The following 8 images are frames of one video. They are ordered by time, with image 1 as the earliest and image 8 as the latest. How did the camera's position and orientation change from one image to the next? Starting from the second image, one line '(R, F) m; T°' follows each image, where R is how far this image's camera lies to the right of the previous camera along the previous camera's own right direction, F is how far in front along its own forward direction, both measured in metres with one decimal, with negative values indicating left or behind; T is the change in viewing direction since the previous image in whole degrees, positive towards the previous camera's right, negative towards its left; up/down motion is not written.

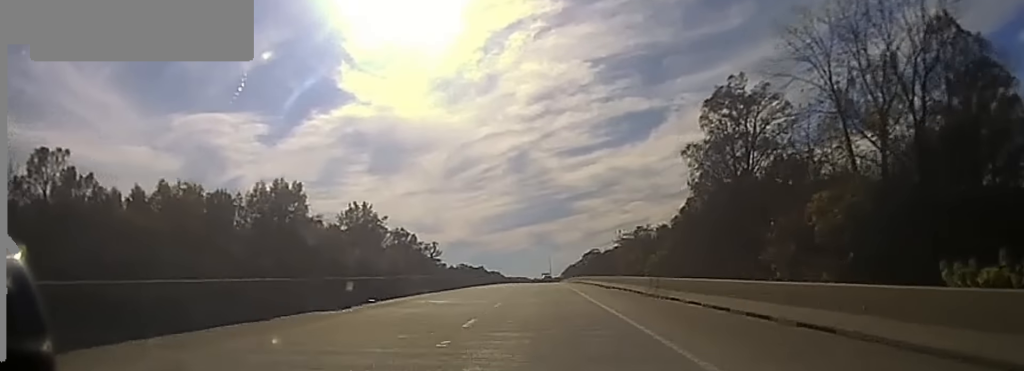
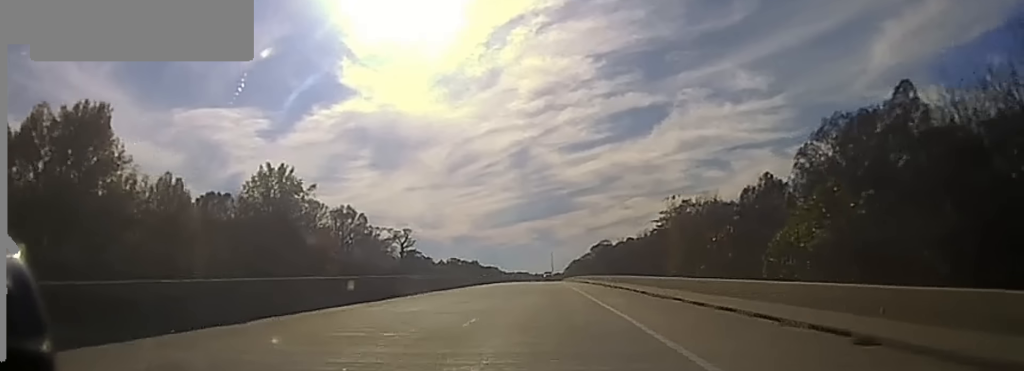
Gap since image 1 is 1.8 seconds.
(-0.3, +69.2) m; 0°
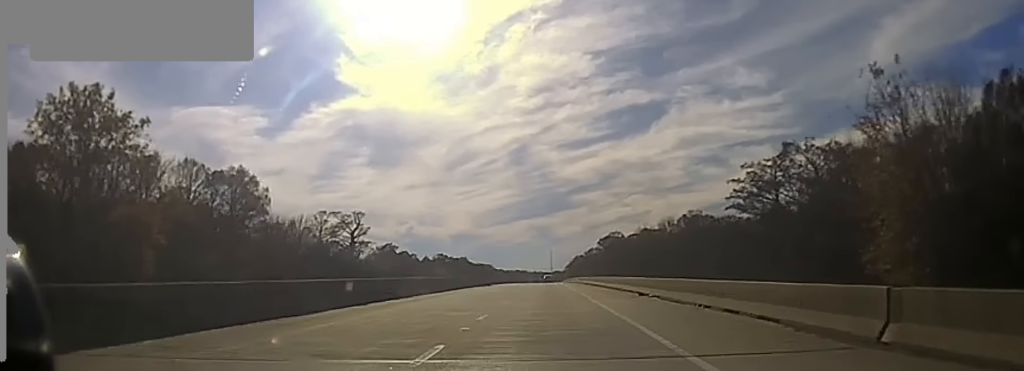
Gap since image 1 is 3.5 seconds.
(+0.3, +56.8) m; 0°
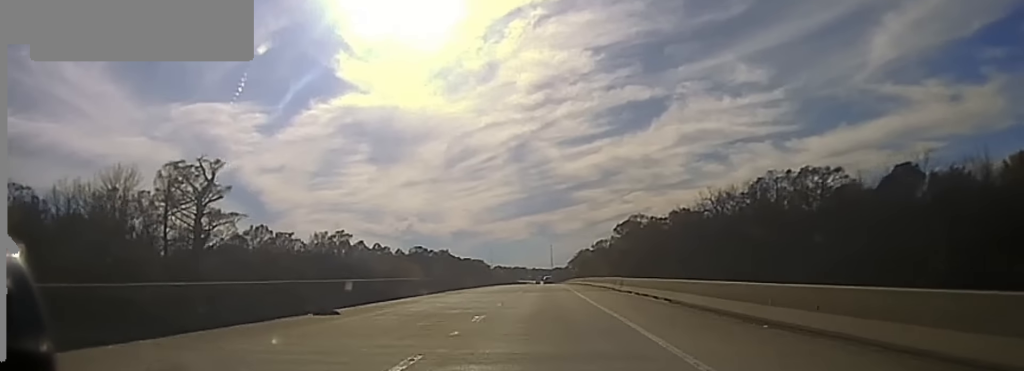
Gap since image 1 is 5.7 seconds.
(-0.4, +65.9) m; -1°
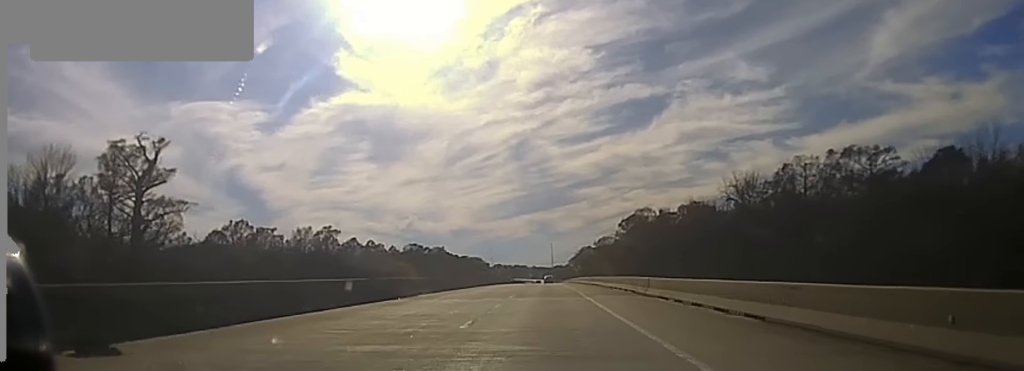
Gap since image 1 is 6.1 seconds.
(-0.1, +12.8) m; 0°
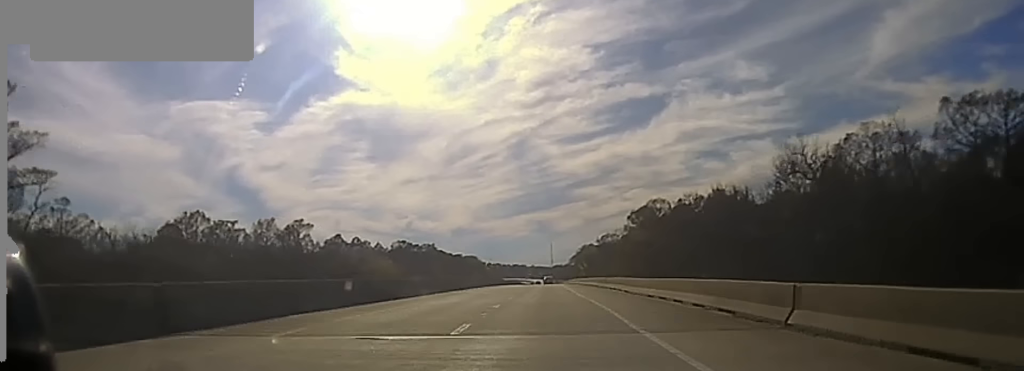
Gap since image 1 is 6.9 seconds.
(0.0, +25.3) m; 0°
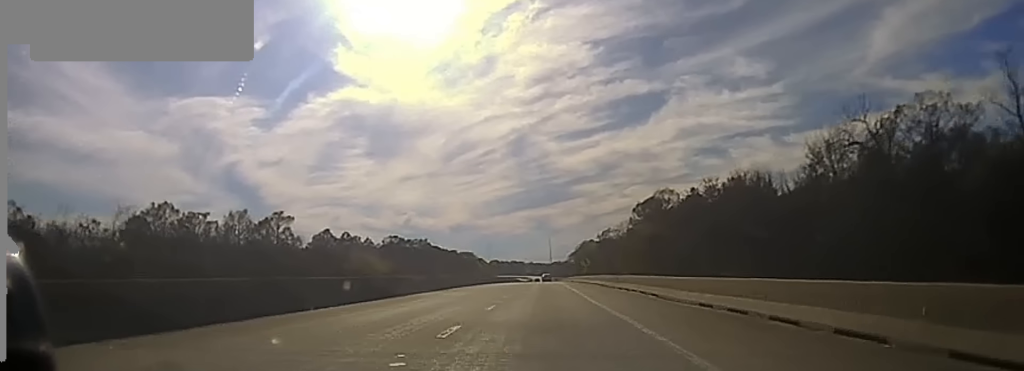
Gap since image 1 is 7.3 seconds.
(+0.1, +14.7) m; 0°
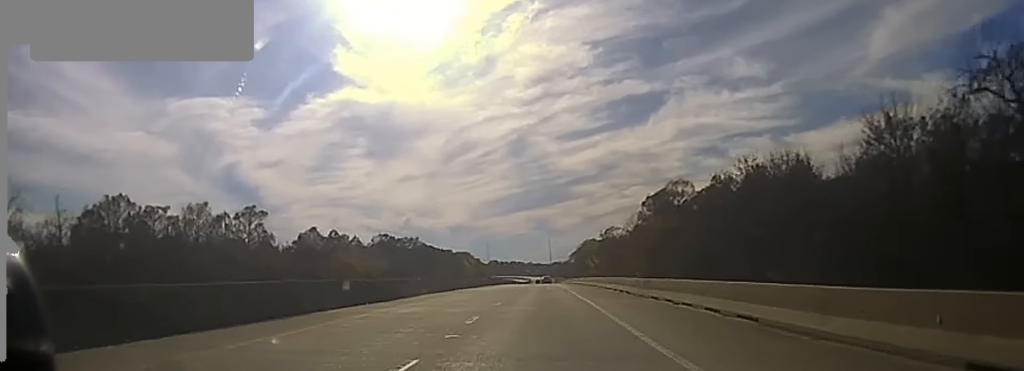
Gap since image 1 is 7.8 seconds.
(0.0, +18.9) m; 0°
